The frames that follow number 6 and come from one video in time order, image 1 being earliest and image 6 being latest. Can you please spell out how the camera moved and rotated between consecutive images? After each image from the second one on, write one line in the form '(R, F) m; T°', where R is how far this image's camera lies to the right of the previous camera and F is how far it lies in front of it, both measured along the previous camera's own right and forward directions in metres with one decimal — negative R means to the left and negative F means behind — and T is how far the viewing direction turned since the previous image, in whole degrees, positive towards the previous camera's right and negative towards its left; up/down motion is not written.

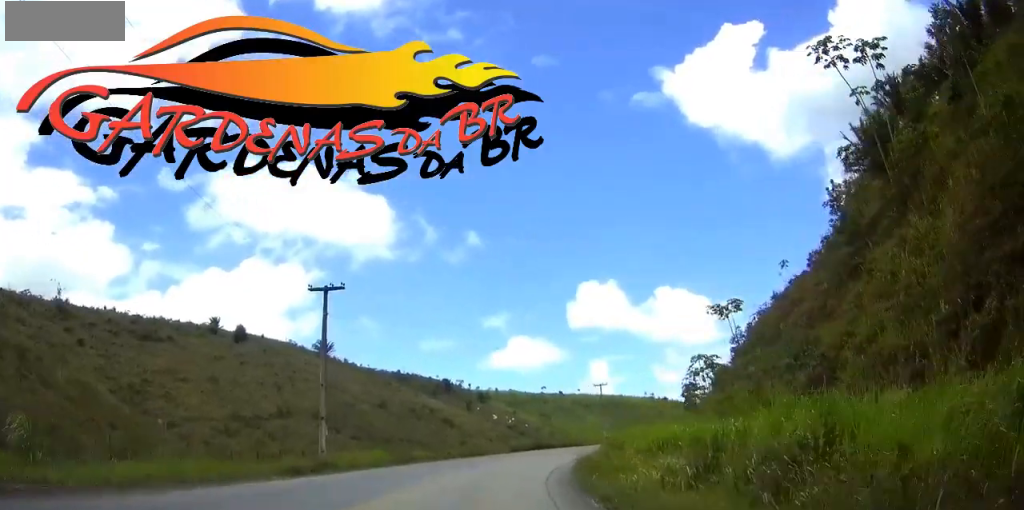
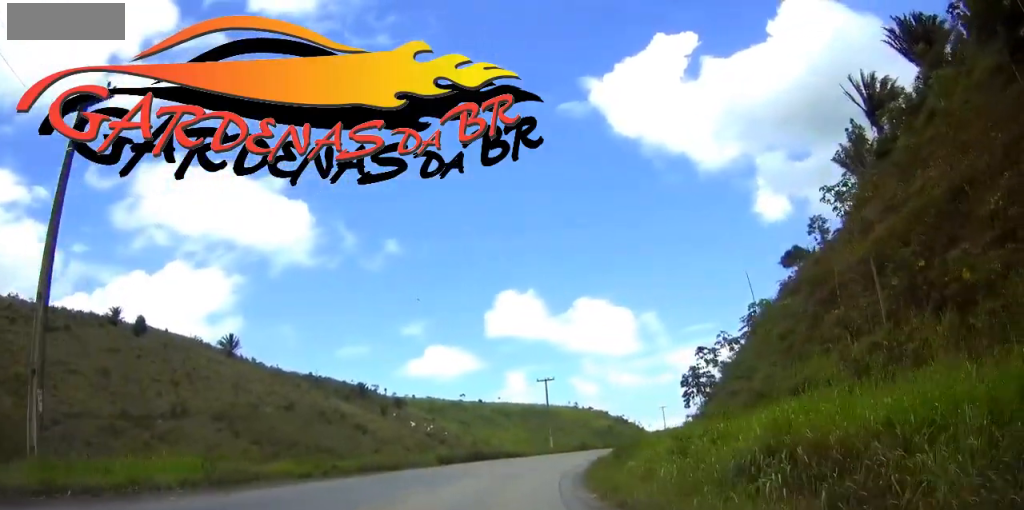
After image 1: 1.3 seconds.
(+1.2, +18.9) m; +9°
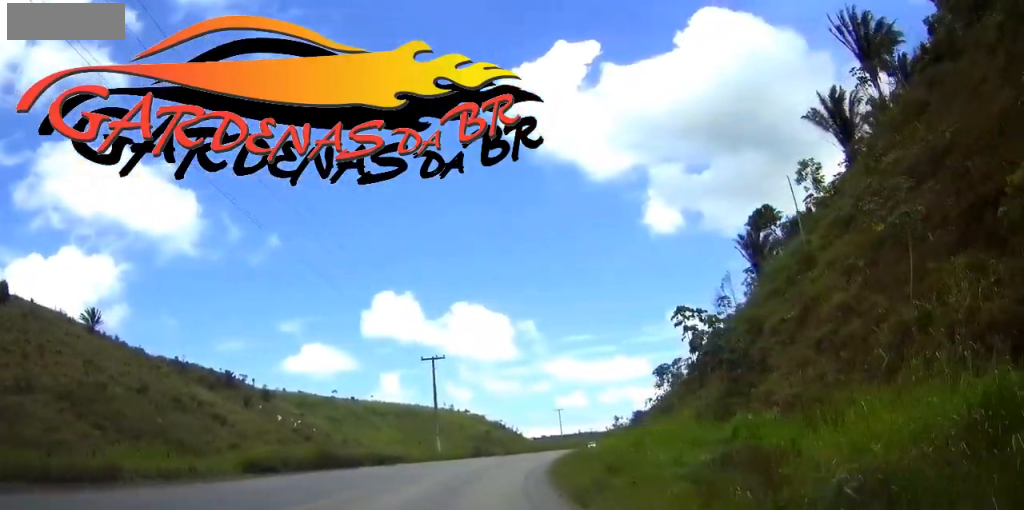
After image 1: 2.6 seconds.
(+2.1, +19.9) m; +10°
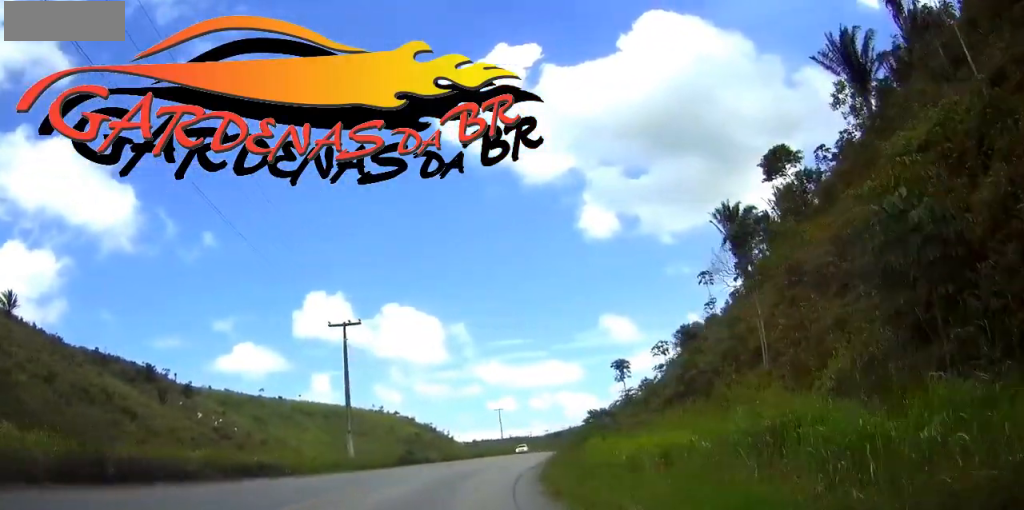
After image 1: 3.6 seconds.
(+0.9, +15.6) m; +6°
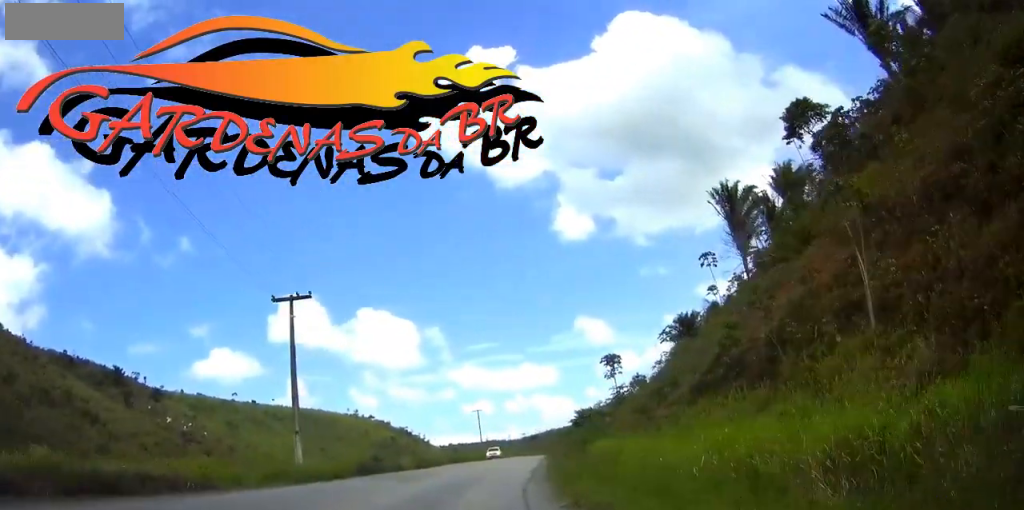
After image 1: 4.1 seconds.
(+0.1, +8.0) m; +2°
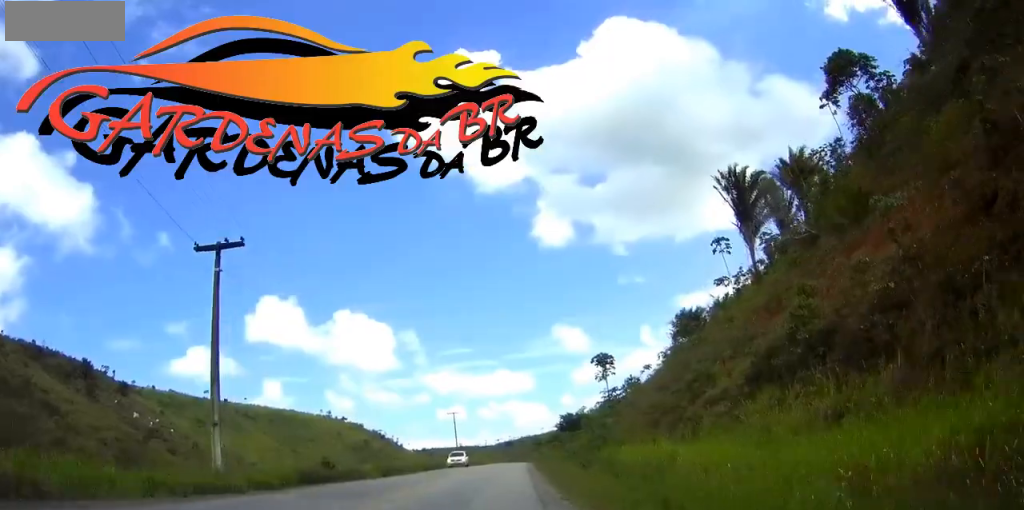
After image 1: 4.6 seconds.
(+0.2, +8.3) m; +2°
